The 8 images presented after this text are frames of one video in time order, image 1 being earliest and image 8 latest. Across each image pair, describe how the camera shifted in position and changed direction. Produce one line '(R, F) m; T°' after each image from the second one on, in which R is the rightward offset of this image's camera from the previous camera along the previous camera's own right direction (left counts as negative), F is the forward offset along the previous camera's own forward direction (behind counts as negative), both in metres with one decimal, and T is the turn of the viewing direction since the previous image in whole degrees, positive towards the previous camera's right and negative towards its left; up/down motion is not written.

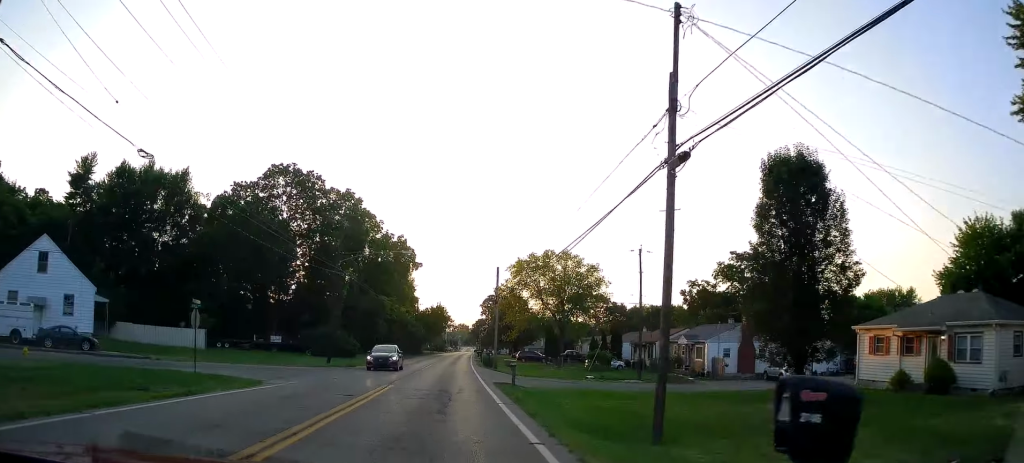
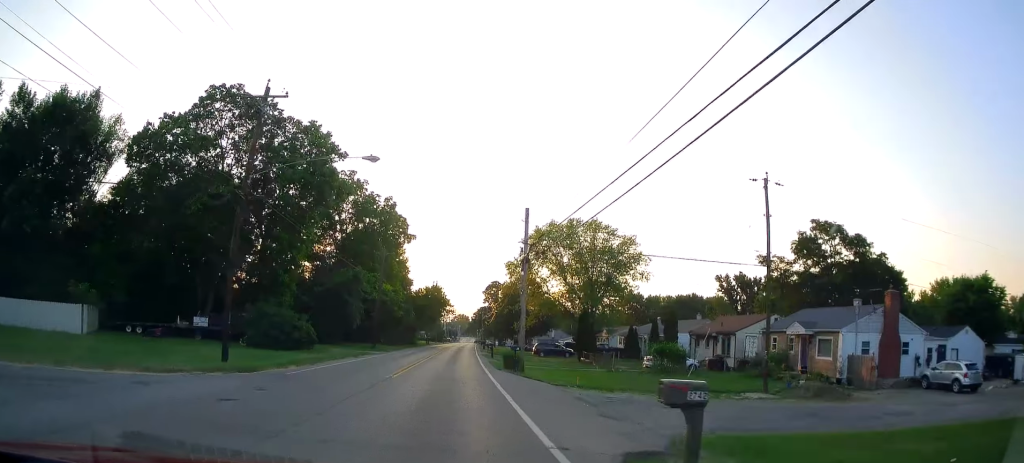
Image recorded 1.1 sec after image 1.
(-0.3, +20.4) m; -2°
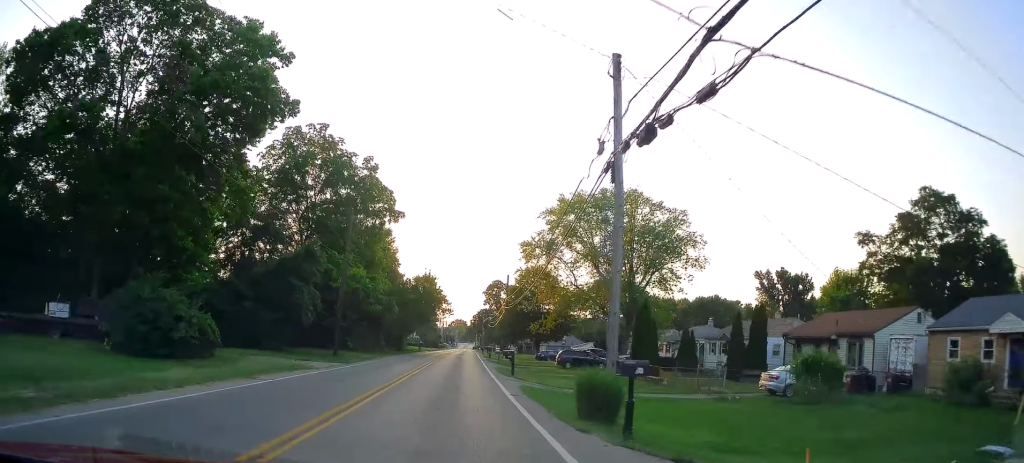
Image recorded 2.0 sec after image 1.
(-0.3, +18.3) m; -1°
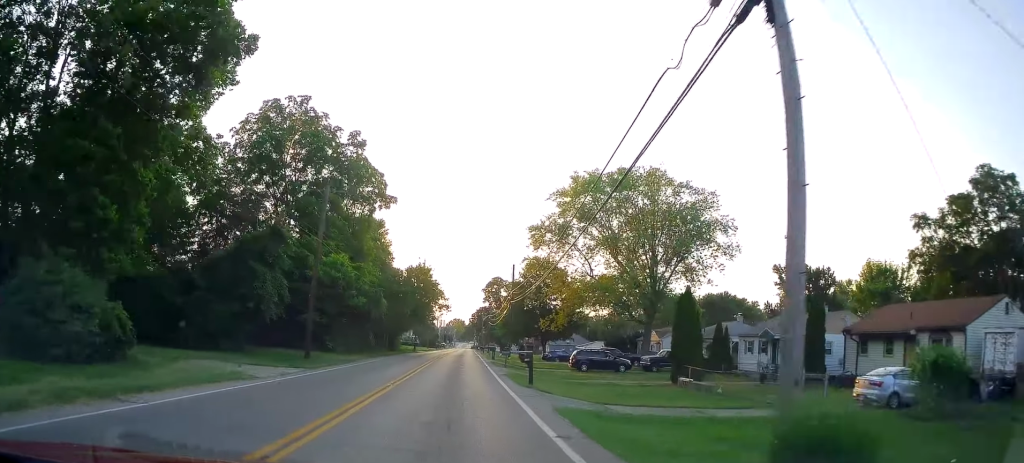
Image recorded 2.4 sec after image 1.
(0.0, +7.5) m; 0°
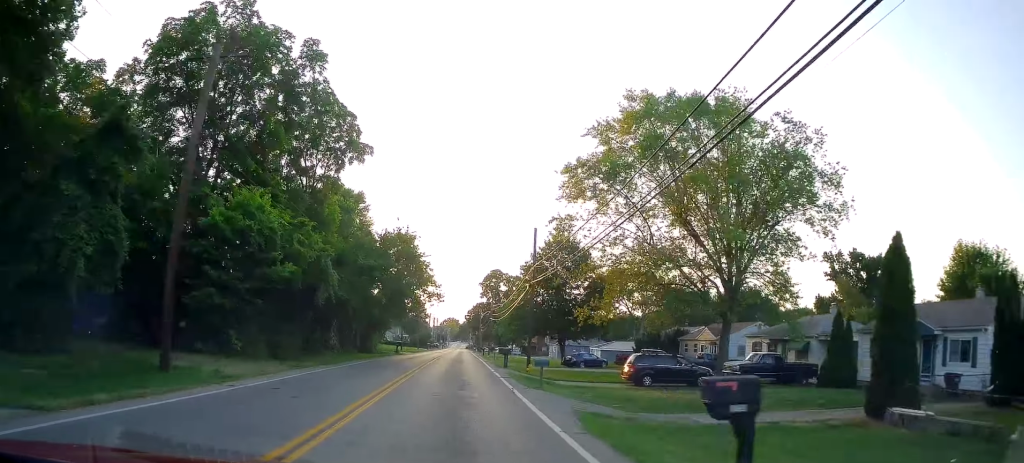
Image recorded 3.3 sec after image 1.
(0.0, +16.7) m; +1°
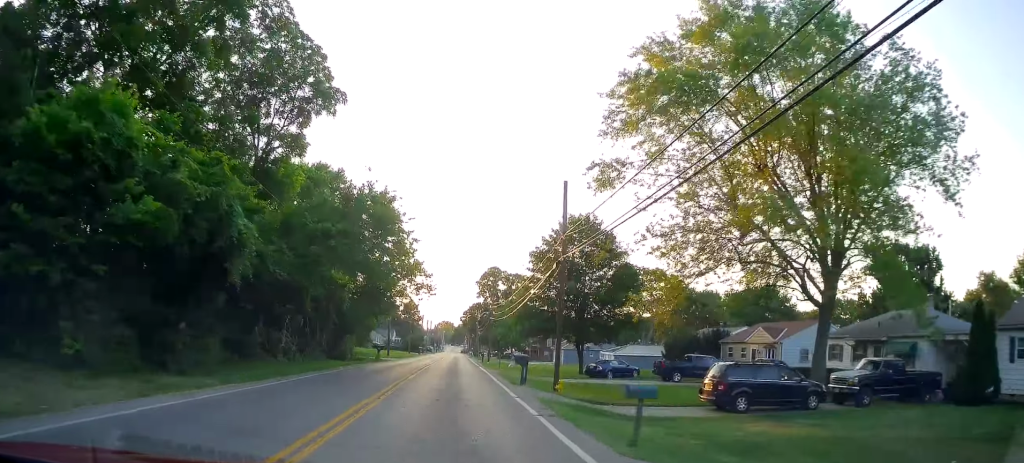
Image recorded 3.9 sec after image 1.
(+0.4, +11.0) m; 0°
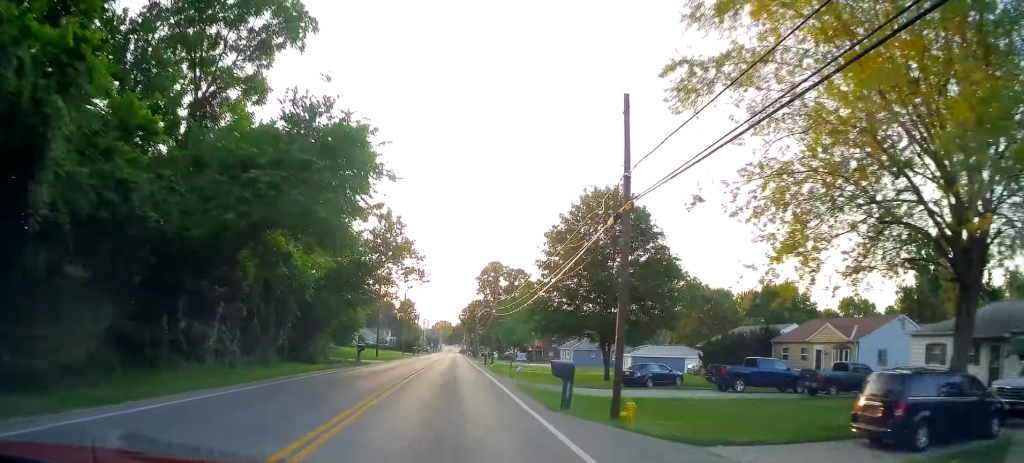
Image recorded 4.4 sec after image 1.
(0.0, +9.1) m; -1°
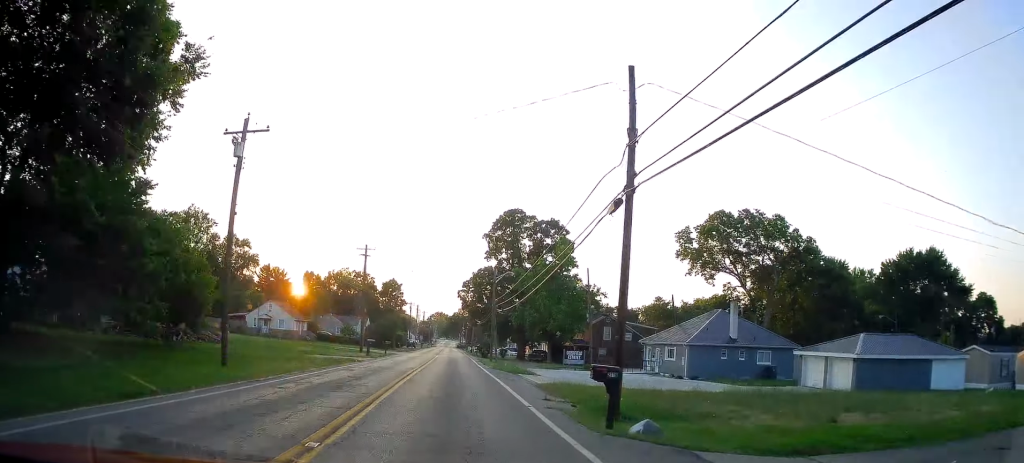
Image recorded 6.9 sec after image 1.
(-0.4, +45.0) m; 0°
